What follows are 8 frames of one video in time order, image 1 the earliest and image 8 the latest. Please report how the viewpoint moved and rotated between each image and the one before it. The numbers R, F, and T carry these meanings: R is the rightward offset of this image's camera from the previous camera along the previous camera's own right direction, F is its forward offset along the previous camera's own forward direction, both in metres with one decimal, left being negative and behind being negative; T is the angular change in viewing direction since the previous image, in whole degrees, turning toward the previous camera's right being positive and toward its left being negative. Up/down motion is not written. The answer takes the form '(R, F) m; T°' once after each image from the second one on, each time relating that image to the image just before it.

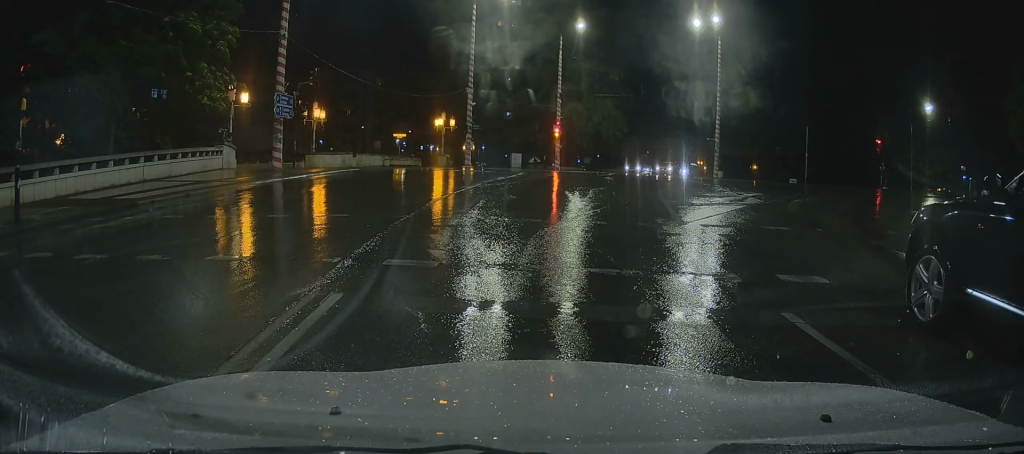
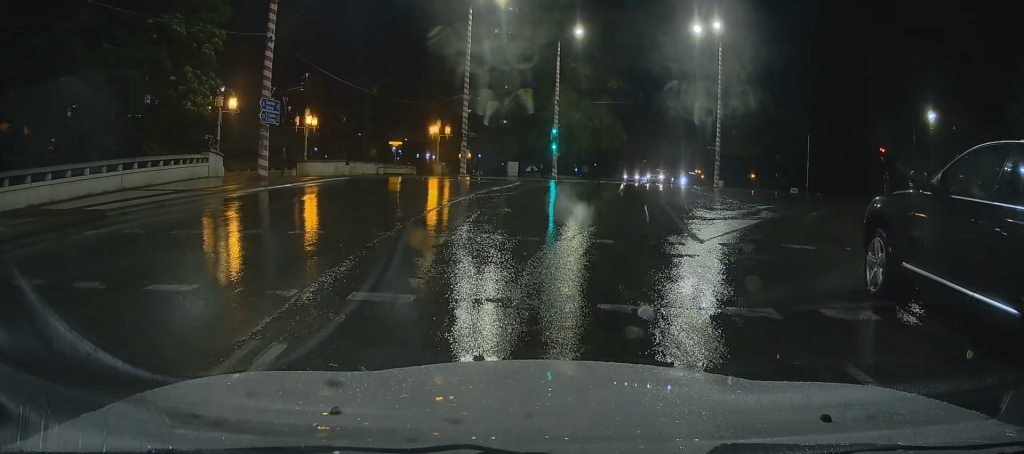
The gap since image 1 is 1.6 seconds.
(0.0, 0.0) m; 0°
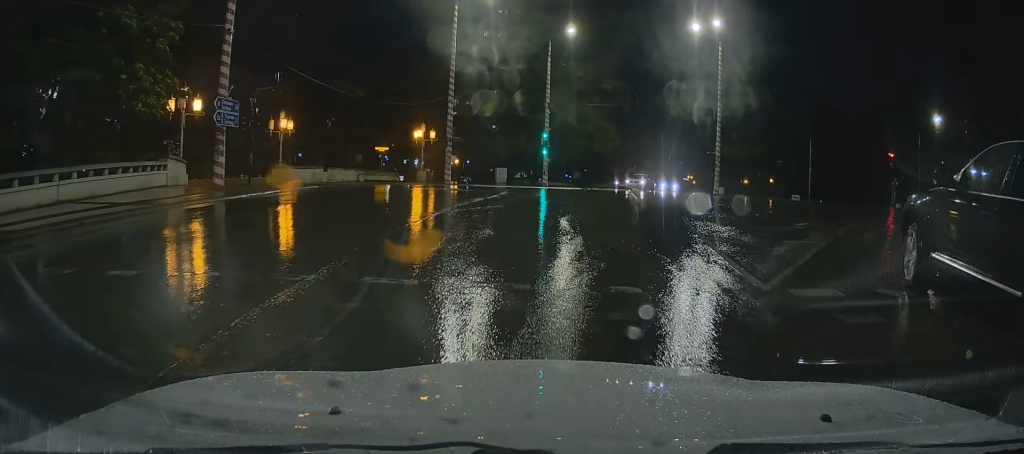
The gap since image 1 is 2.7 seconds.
(0.0, +0.6) m; 0°
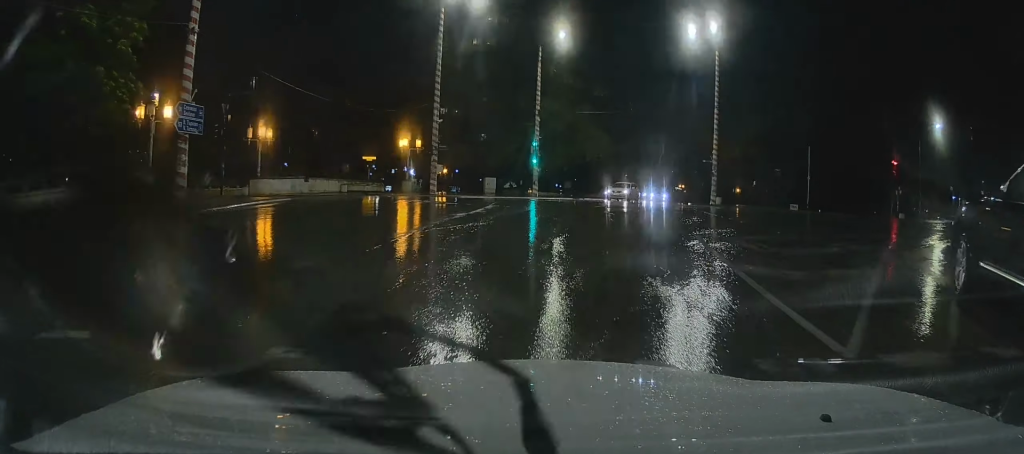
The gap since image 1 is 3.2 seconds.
(0.0, +1.0) m; 0°
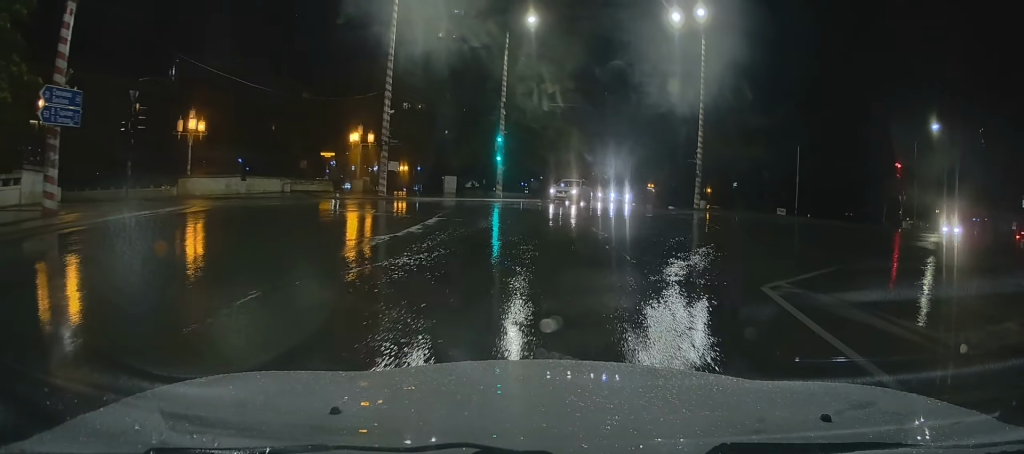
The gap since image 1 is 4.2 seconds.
(0.0, +4.0) m; -1°
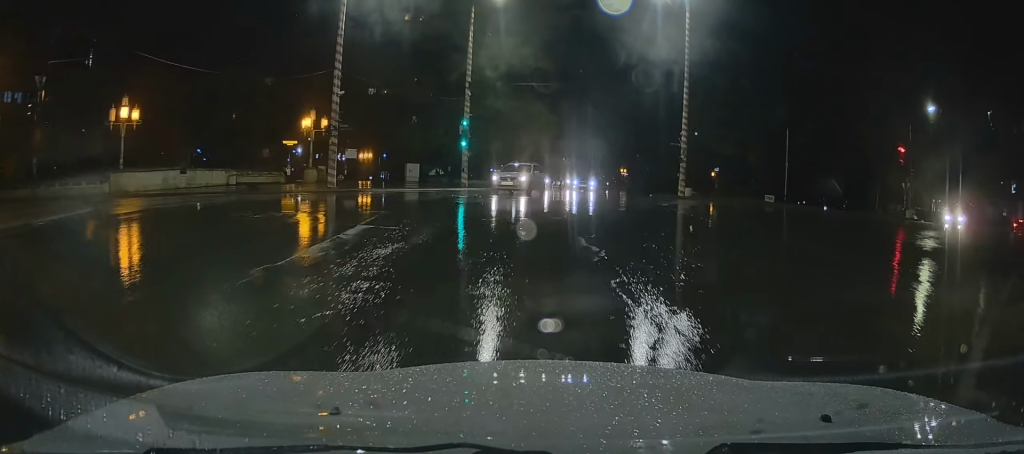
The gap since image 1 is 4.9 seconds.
(0.0, +4.2) m; -2°
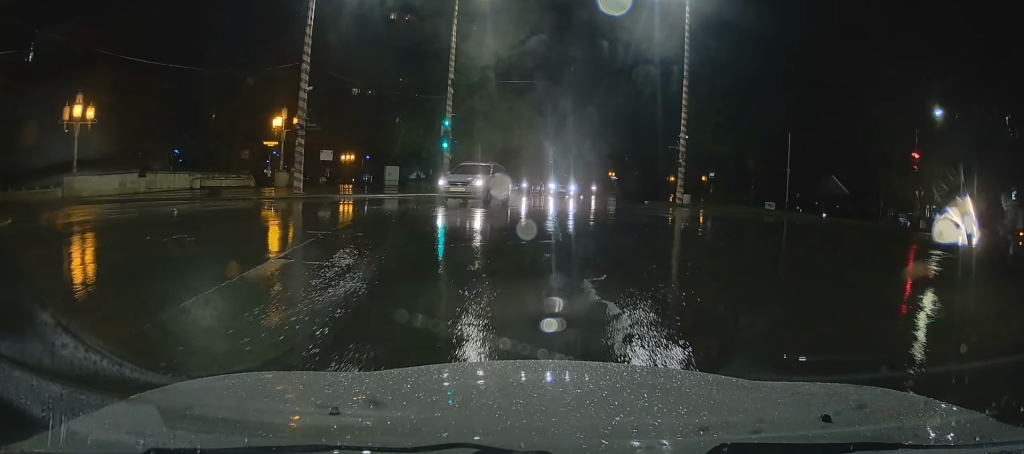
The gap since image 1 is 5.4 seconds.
(-0.1, +3.7) m; 0°
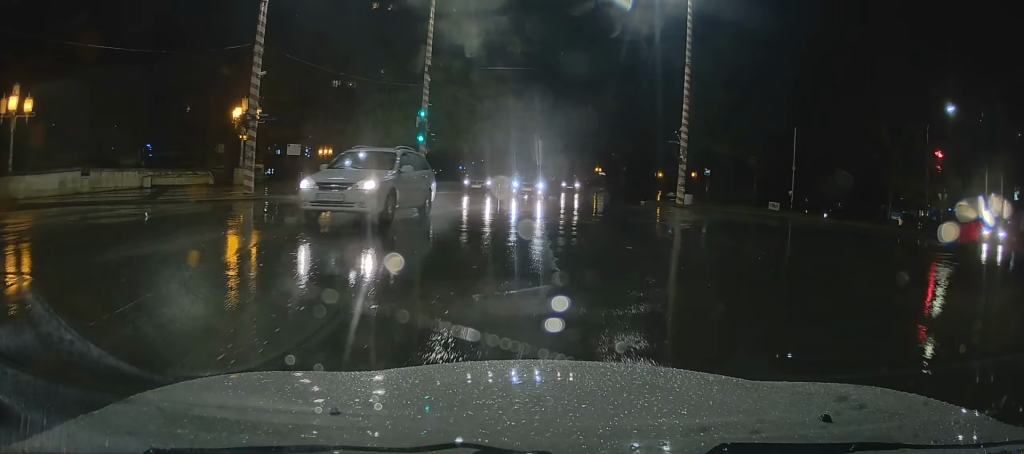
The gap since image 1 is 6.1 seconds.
(-0.1, +4.9) m; +1°
